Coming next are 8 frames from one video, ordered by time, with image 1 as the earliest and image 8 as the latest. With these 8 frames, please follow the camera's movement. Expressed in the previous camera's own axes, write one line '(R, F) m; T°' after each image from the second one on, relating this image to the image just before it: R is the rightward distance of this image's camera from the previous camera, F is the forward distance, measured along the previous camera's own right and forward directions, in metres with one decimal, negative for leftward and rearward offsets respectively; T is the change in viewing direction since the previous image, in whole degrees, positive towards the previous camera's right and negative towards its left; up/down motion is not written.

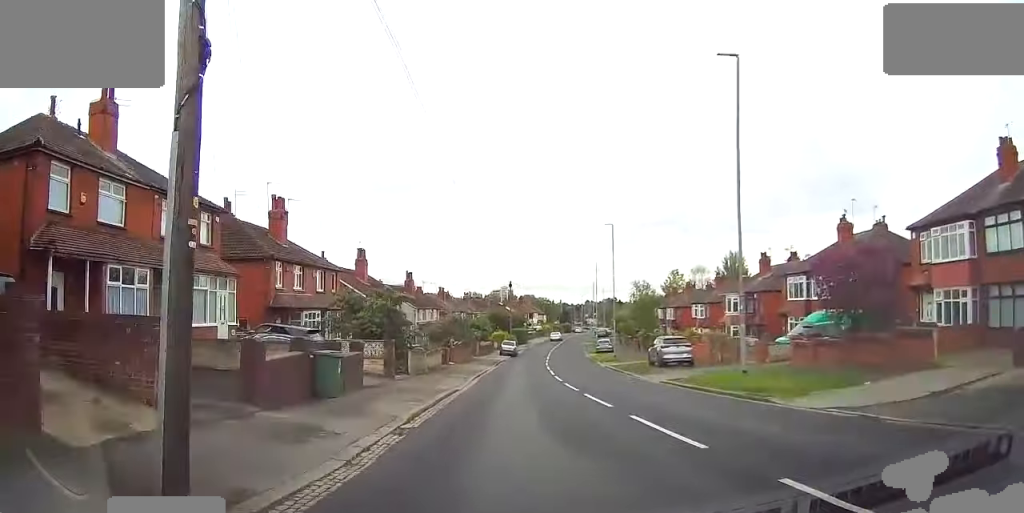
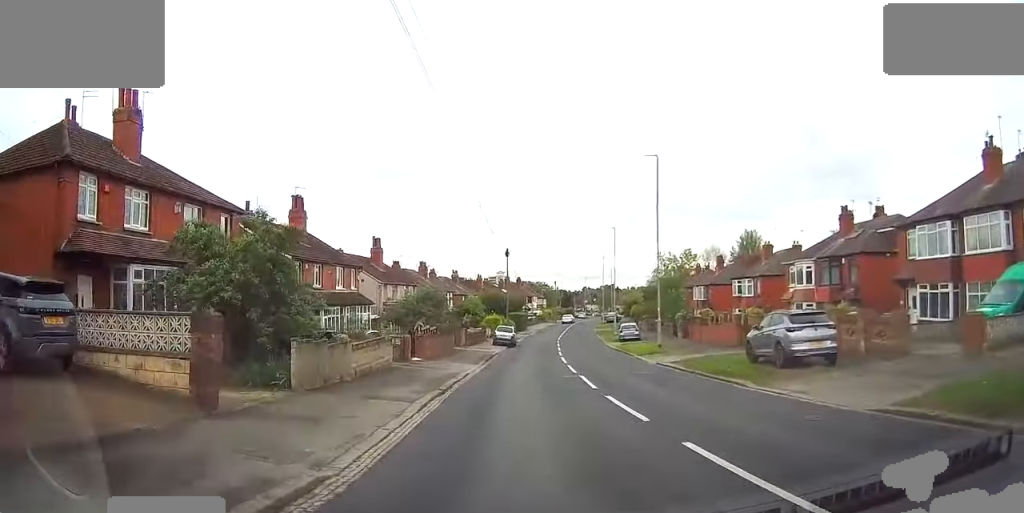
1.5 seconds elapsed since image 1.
(-0.3, +16.5) m; -2°
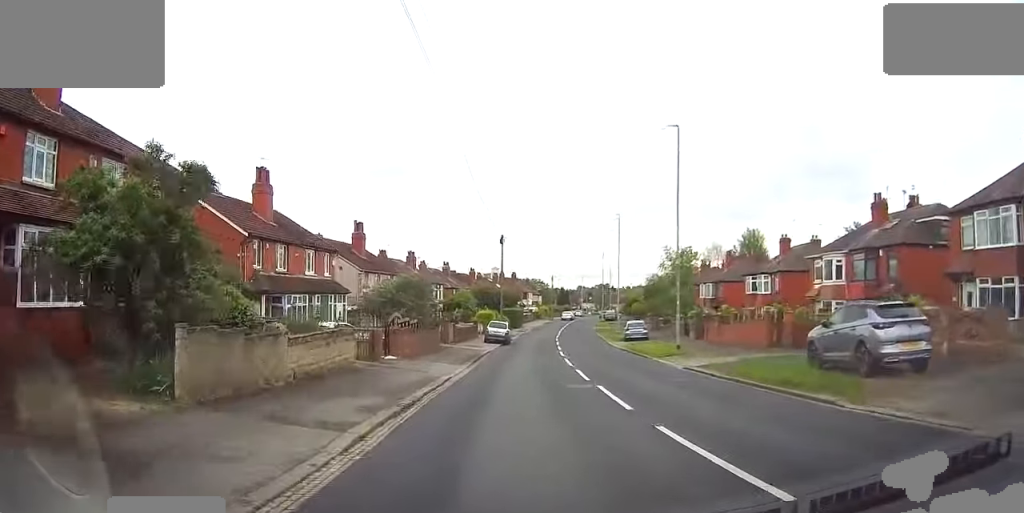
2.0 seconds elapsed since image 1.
(-0.1, +5.1) m; -1°
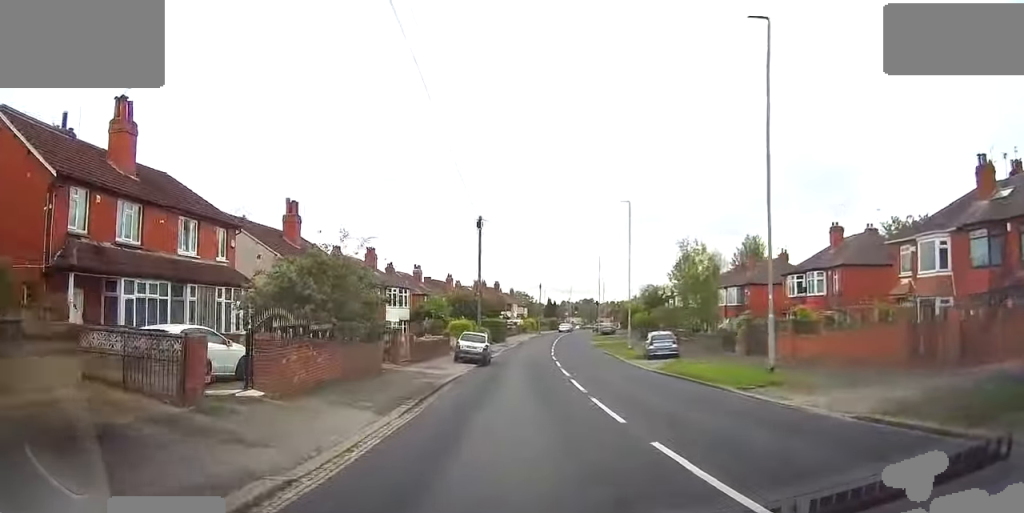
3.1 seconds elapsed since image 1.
(+0.2, +12.9) m; +3°
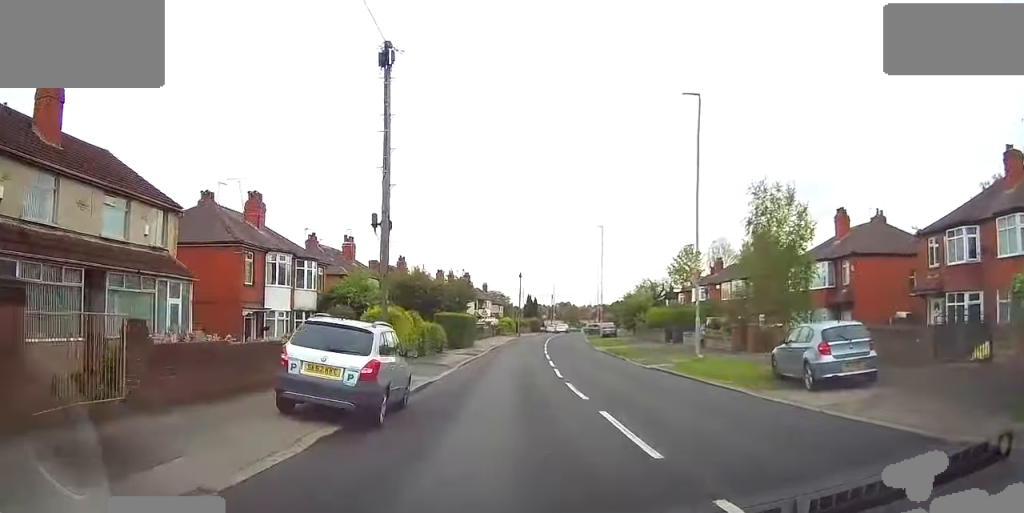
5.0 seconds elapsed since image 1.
(+0.5, +22.4) m; +2°
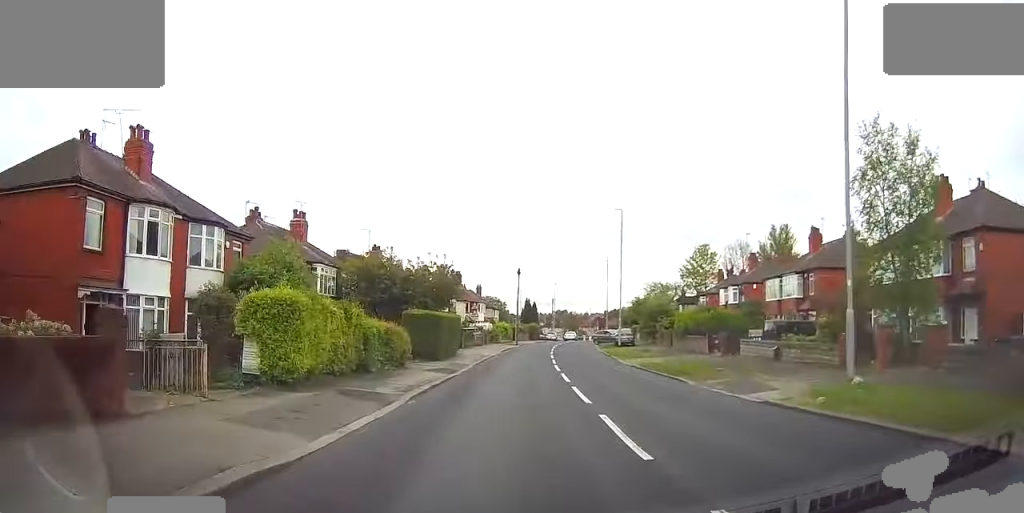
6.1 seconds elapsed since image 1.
(+0.2, +12.0) m; 0°
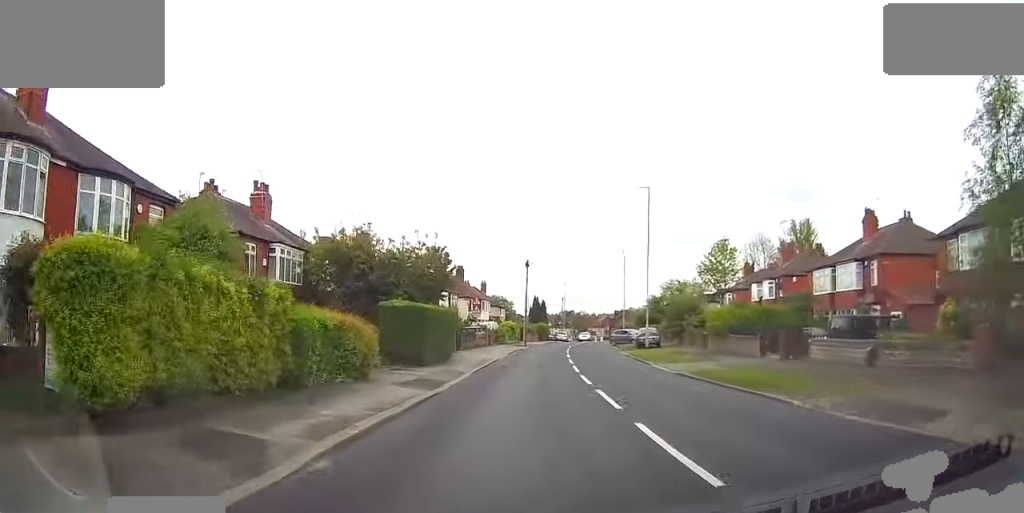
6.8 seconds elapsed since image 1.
(-0.1, +7.5) m; 0°
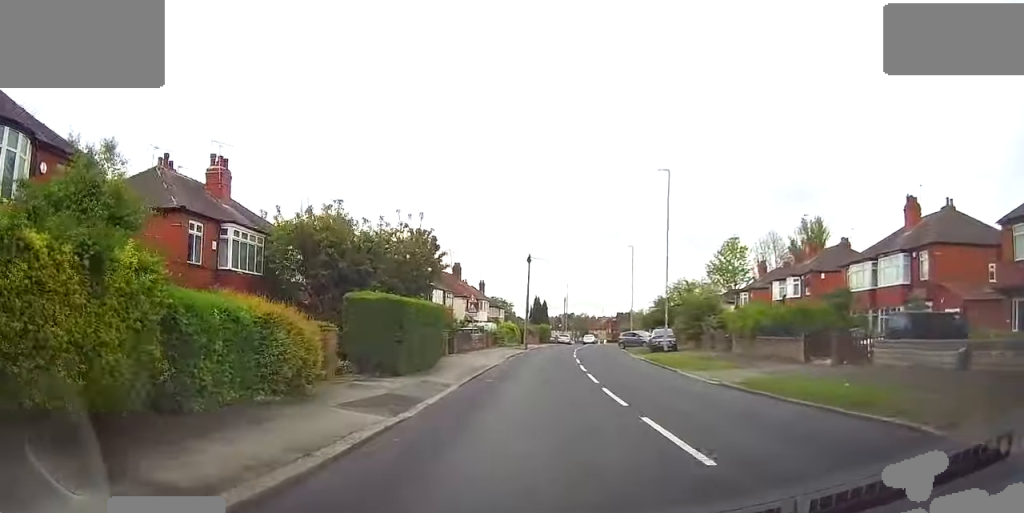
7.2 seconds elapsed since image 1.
(0.0, +5.2) m; 0°
